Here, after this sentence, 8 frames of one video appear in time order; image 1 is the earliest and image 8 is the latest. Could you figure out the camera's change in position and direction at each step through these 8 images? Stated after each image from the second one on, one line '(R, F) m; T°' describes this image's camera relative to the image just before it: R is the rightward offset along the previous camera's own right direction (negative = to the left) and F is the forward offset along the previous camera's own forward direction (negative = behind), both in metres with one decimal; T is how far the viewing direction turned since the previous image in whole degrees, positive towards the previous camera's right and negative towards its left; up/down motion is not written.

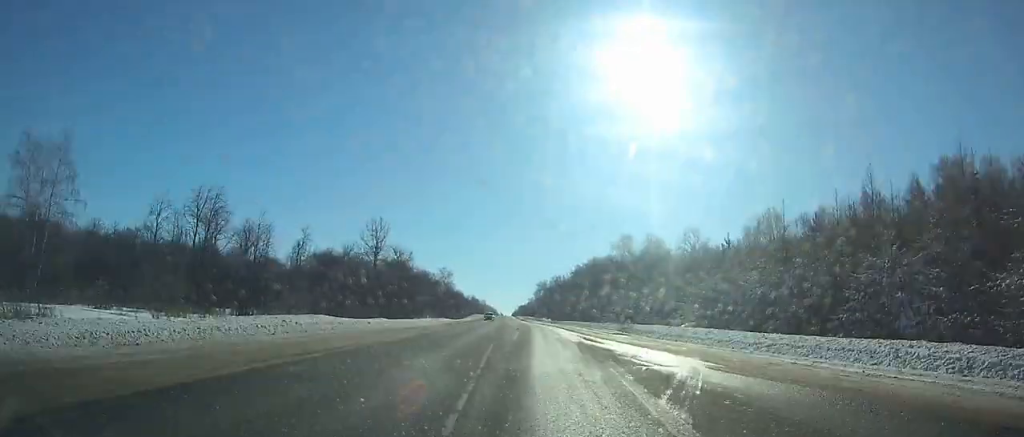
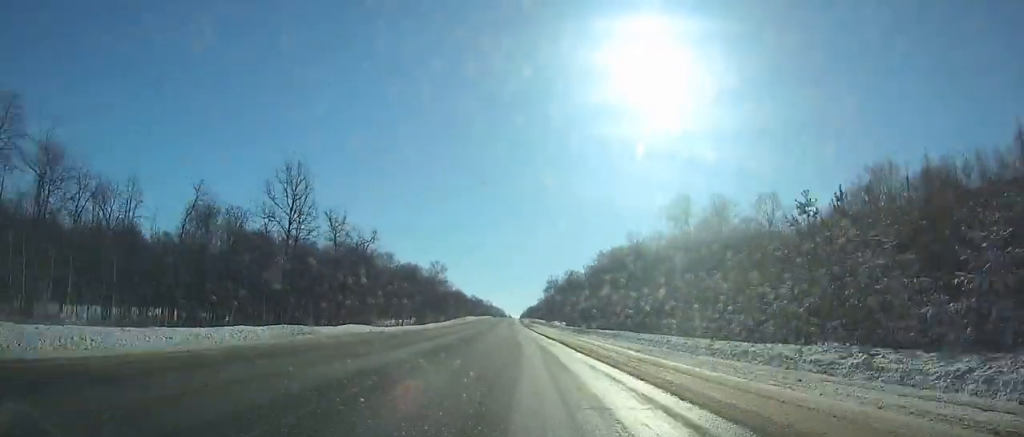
(-0.1, +46.4) m; -1°
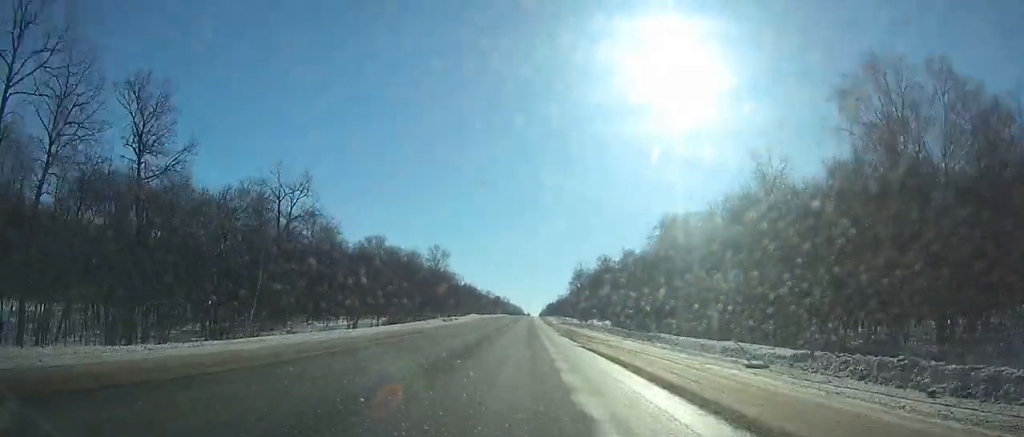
(-0.6, +48.5) m; -1°
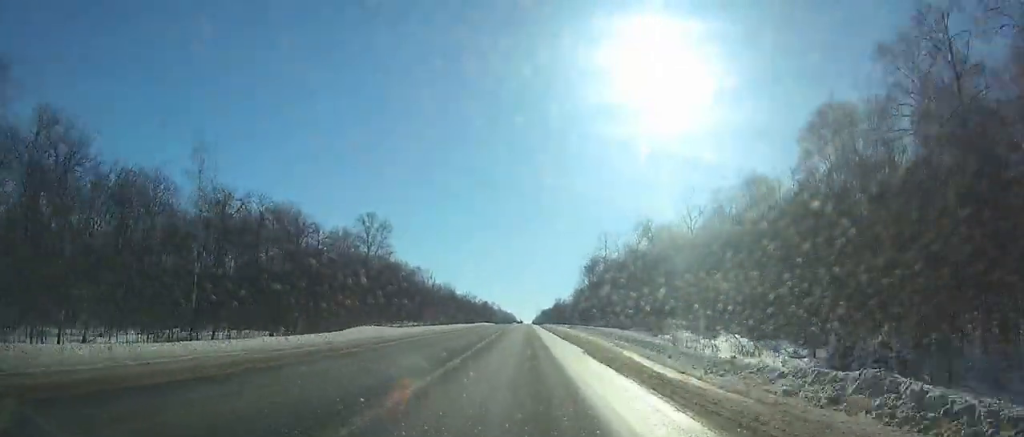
(-0.3, +72.0) m; 0°
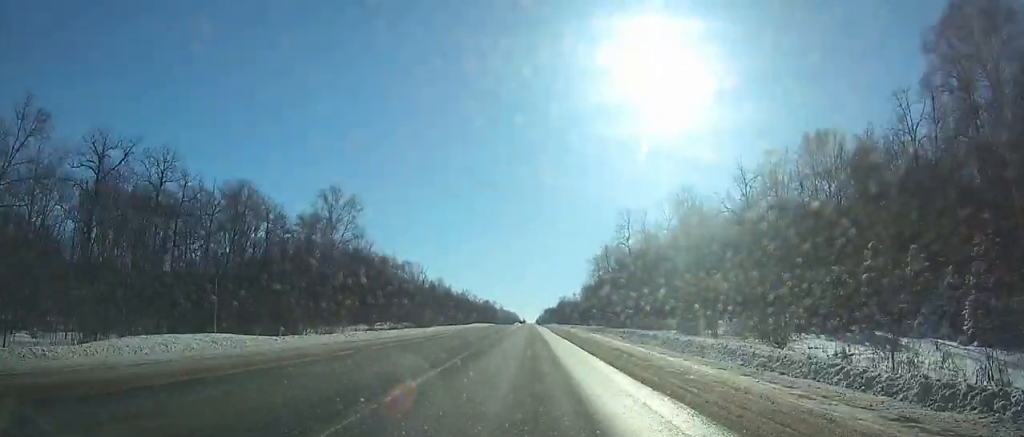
(0.0, +23.5) m; 0°
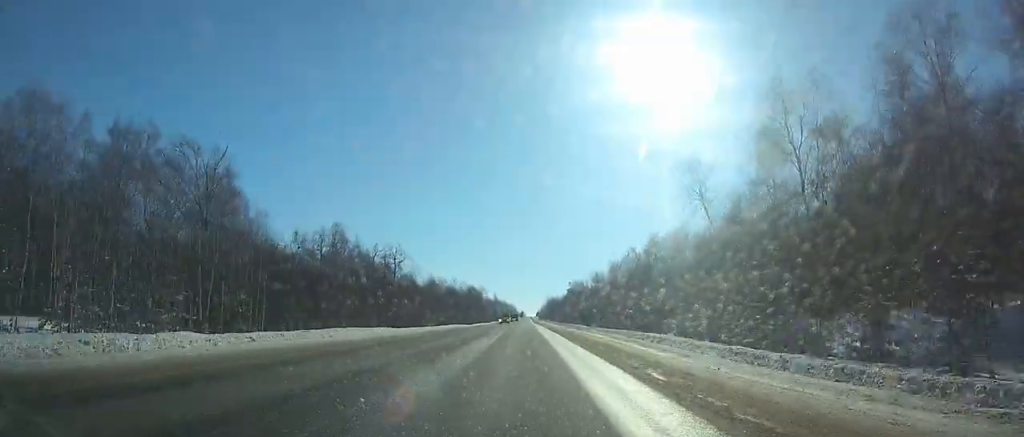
(+0.3, +120.2) m; 0°
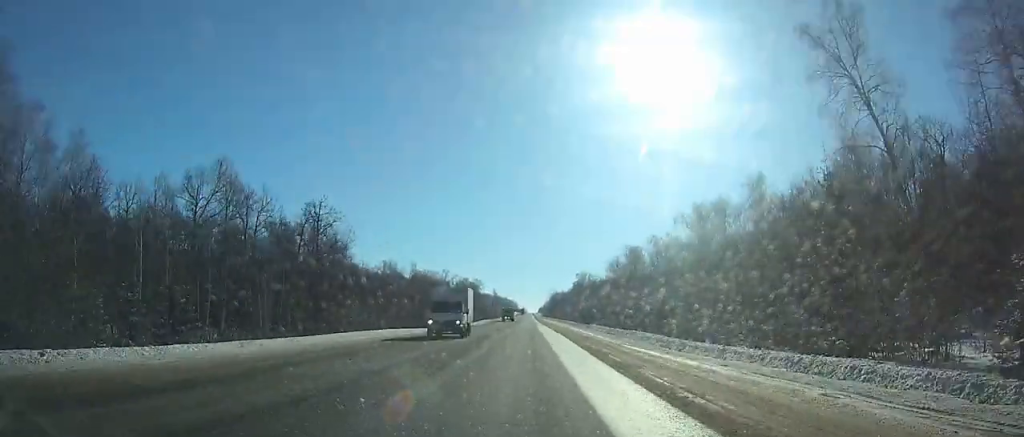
(0.0, +41.4) m; 0°
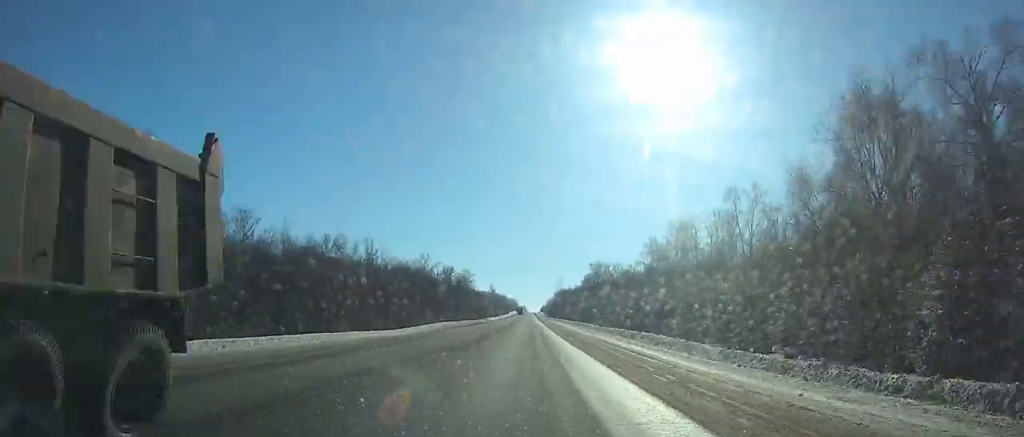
(0.0, +59.7) m; 0°
